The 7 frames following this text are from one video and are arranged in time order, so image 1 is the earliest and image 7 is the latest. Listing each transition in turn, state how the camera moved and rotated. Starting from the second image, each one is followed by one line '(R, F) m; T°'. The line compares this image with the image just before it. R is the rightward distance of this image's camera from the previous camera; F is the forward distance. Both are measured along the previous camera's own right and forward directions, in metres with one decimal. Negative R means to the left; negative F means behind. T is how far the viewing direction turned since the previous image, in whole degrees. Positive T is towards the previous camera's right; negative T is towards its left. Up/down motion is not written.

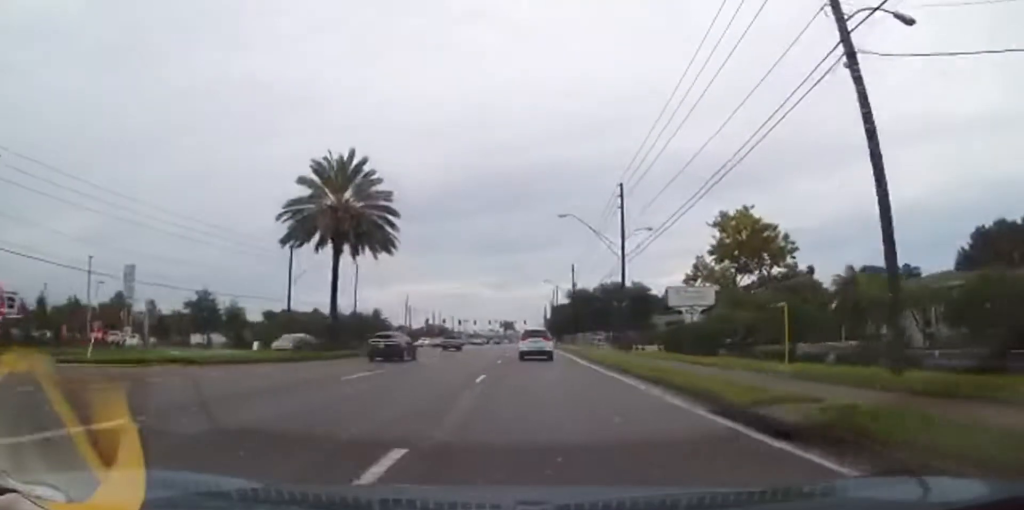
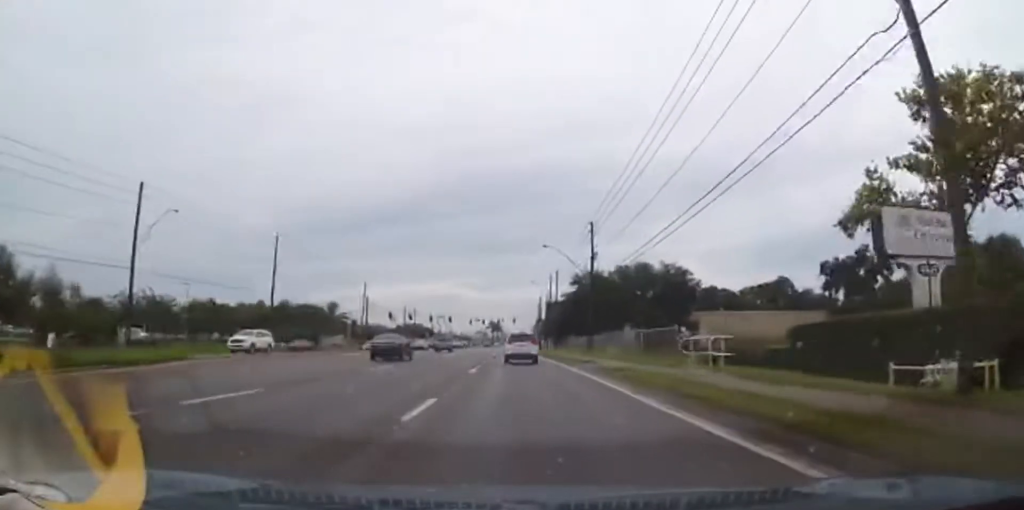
(0.0, +29.6) m; 0°
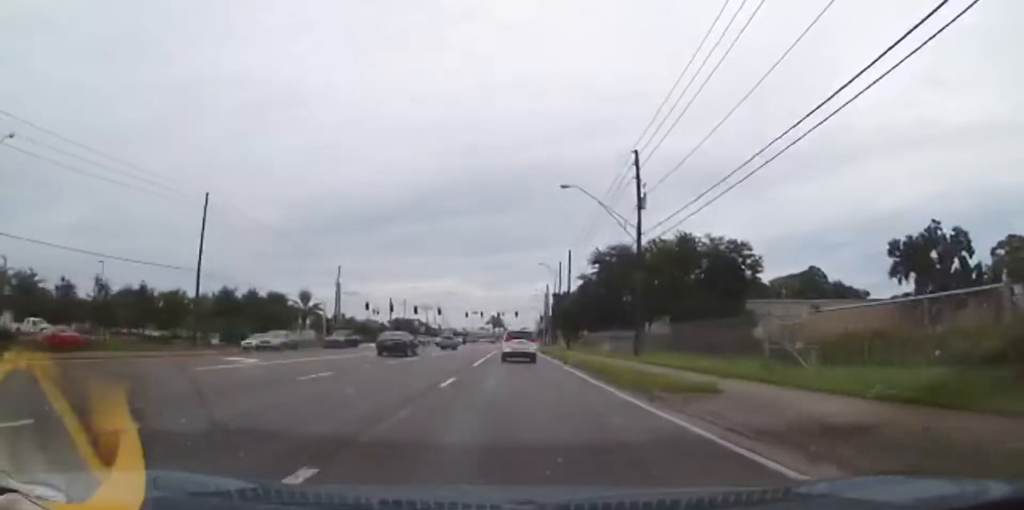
(0.0, +18.4) m; 0°
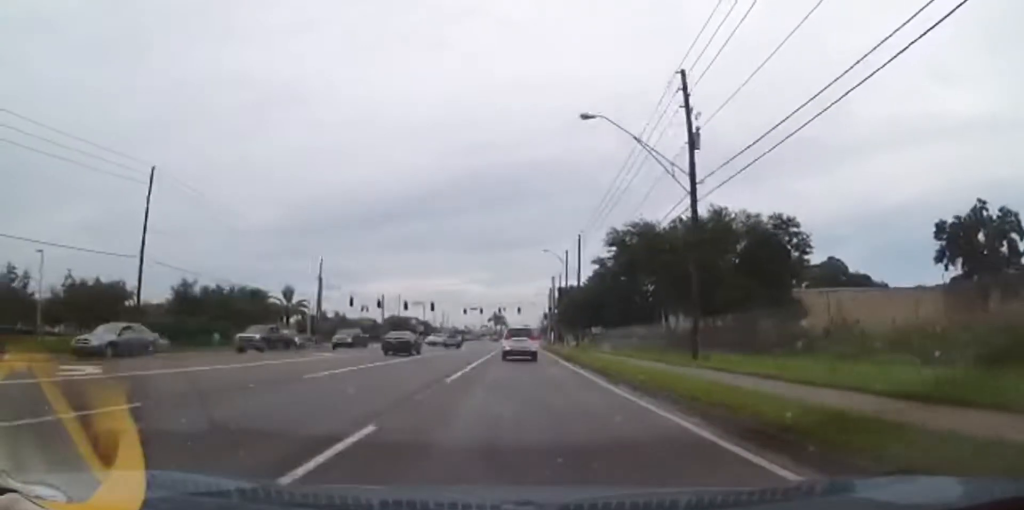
(0.0, +9.7) m; 0°
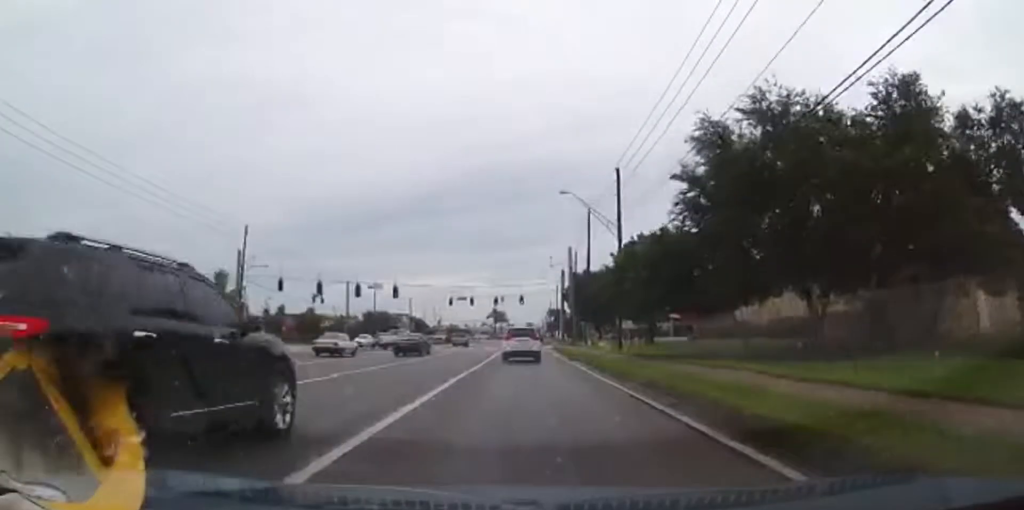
(0.0, +25.4) m; 0°
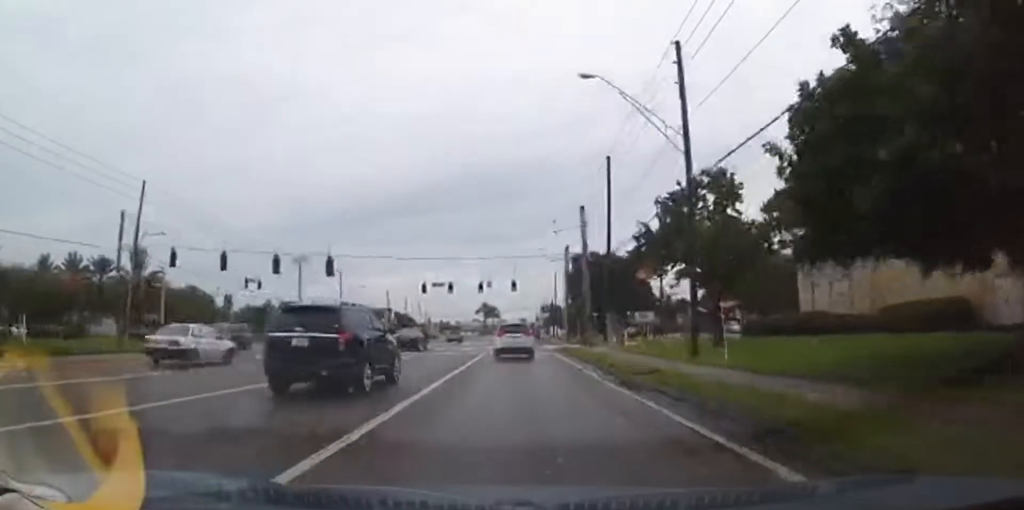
(0.0, +18.4) m; 0°
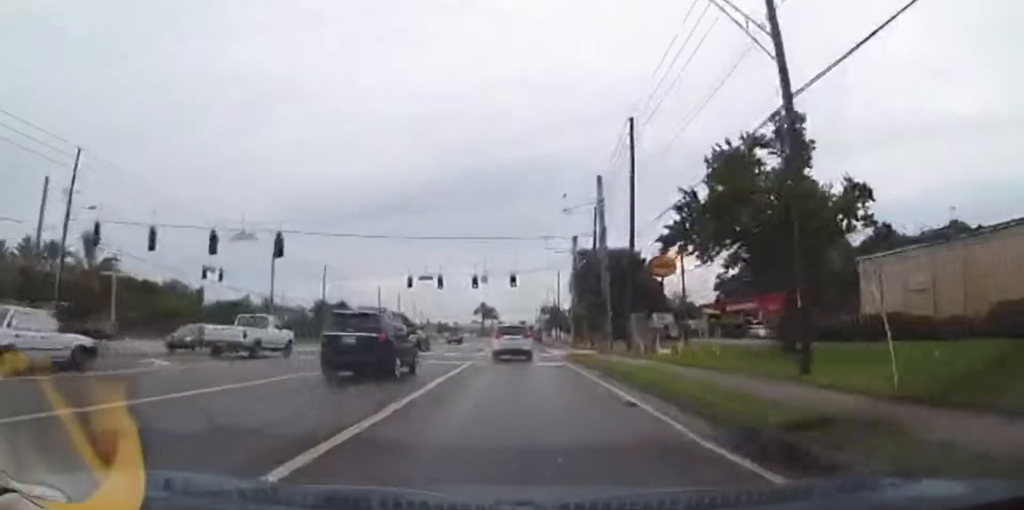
(0.0, +8.9) m; 0°
